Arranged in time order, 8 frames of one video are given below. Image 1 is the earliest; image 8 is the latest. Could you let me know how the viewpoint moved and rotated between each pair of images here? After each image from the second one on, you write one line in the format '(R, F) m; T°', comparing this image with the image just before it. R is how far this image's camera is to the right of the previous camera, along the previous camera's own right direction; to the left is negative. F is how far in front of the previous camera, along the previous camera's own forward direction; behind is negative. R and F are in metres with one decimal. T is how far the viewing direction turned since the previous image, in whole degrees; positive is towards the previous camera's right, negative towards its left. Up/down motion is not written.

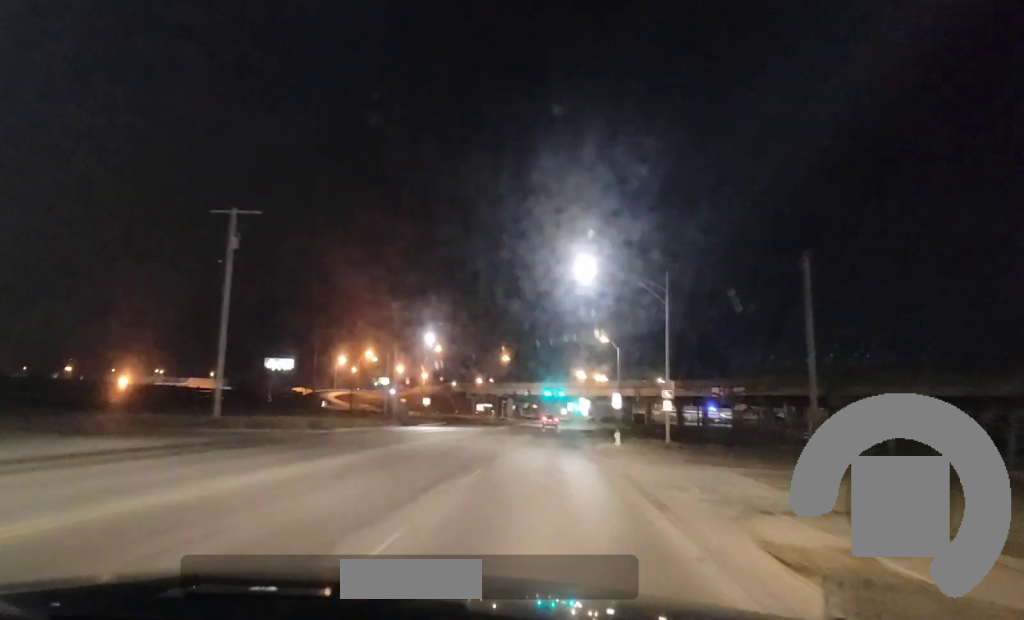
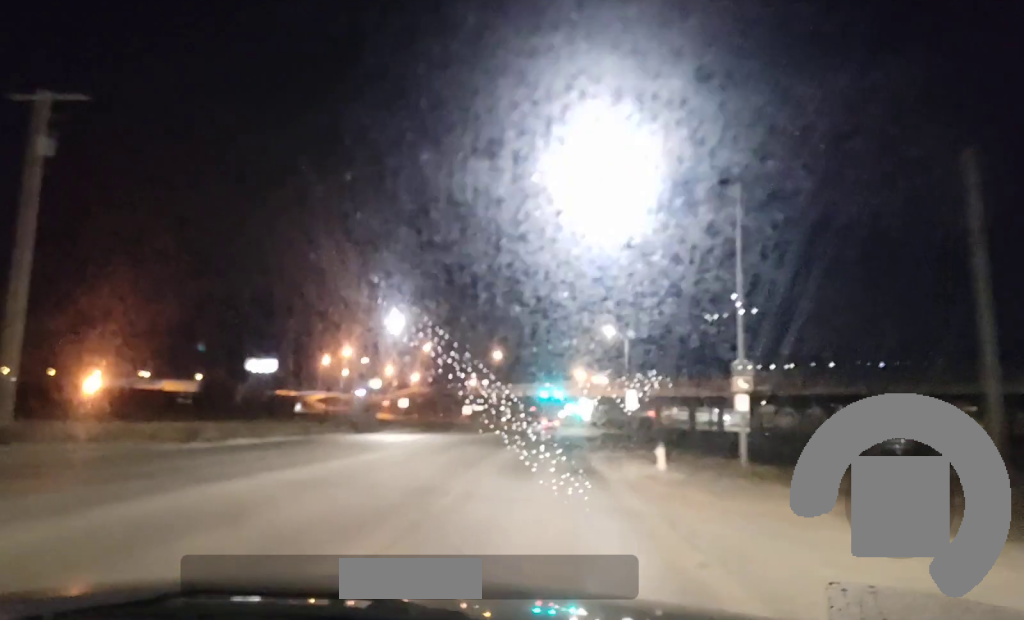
(-0.1, +17.6) m; -1°
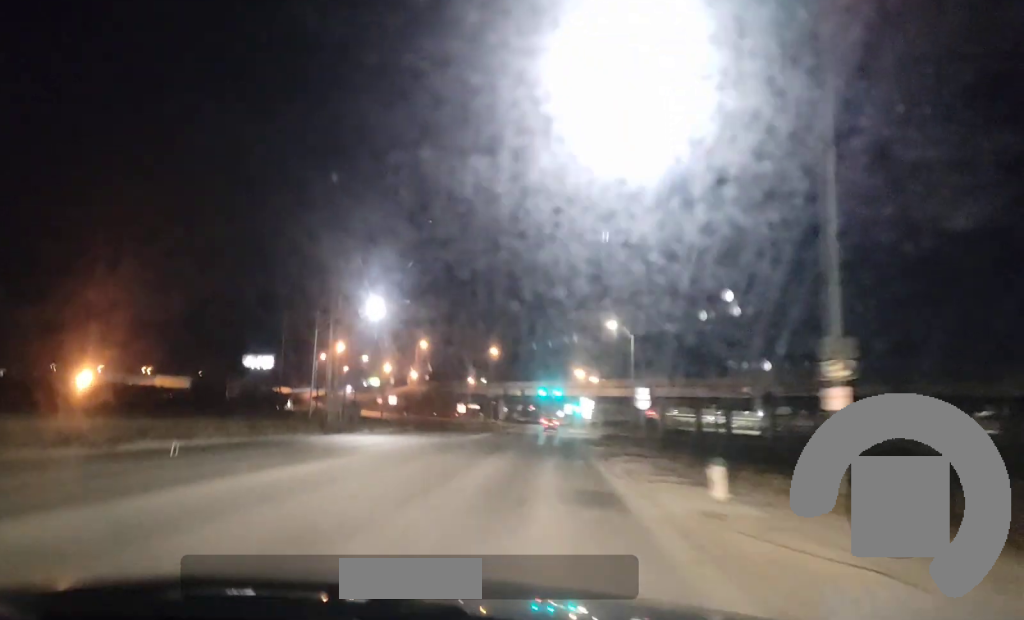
(-0.1, +9.1) m; -1°
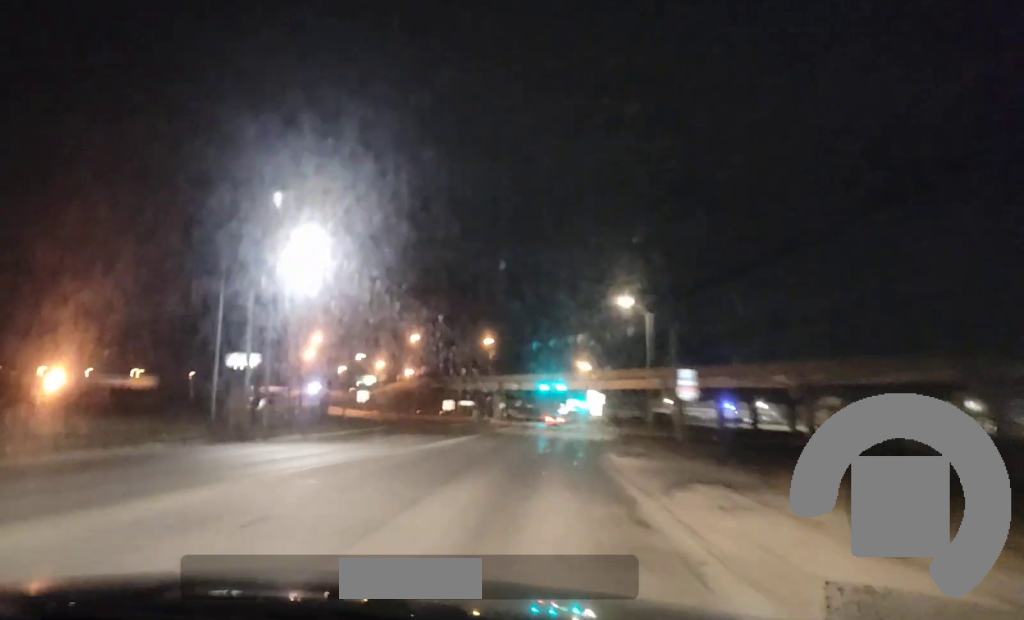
(-0.1, +17.7) m; 0°
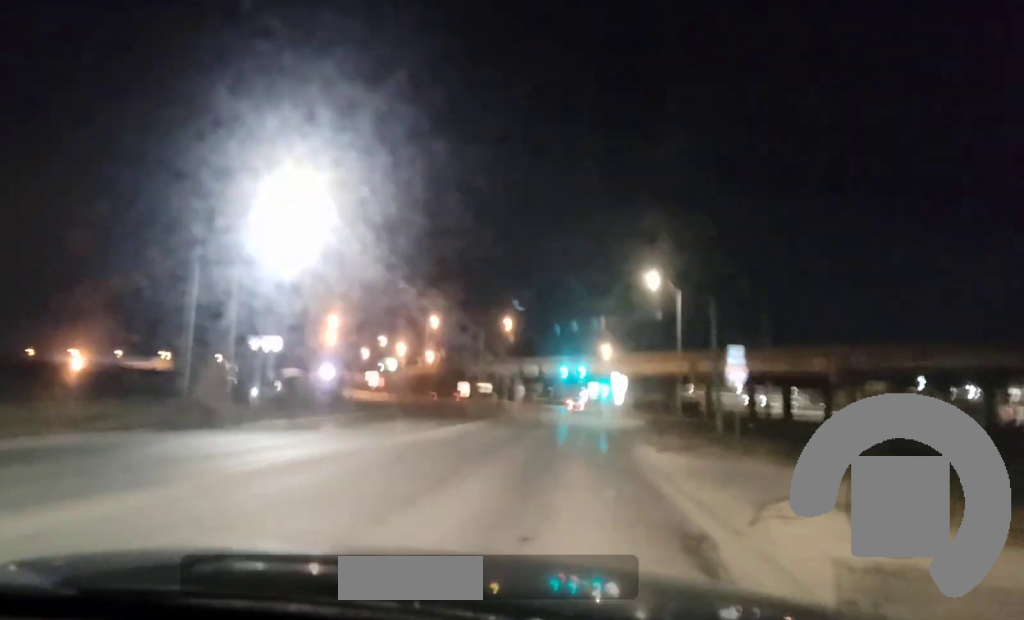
(+0.1, +6.2) m; +1°
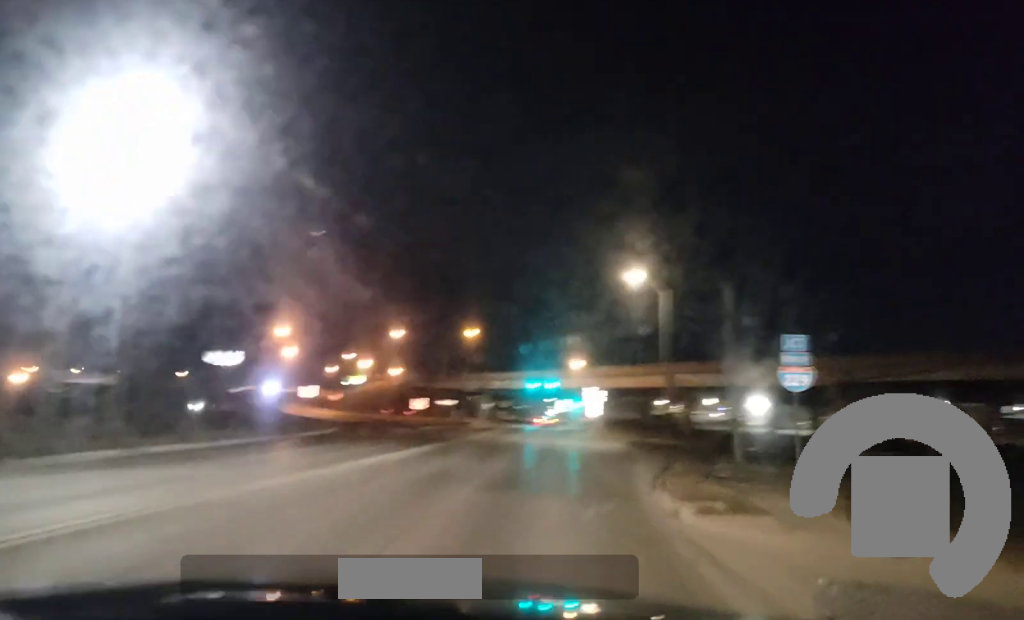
(+0.1, +12.3) m; +1°
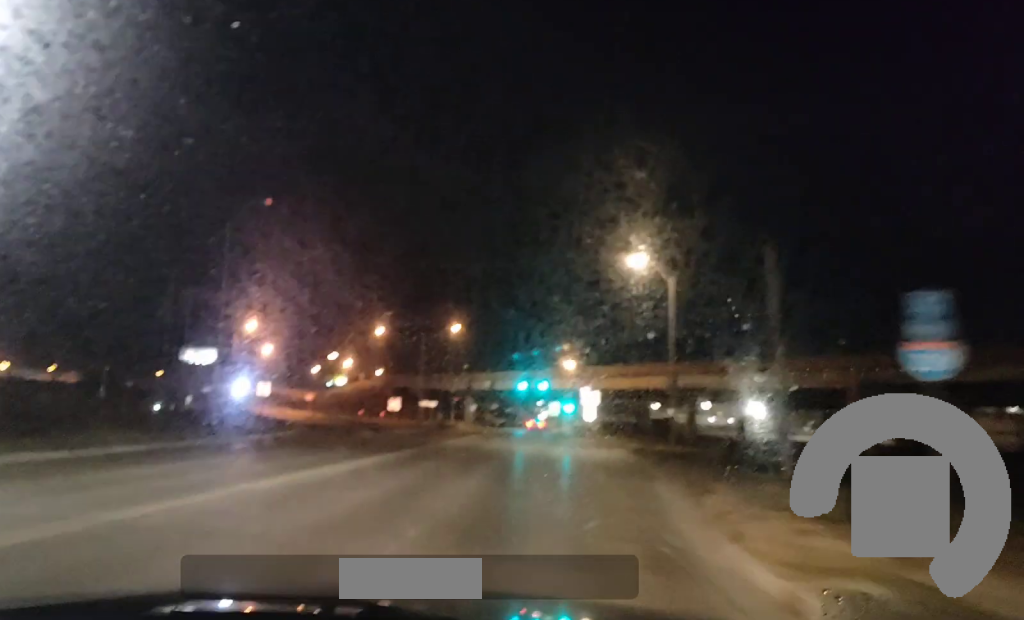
(0.0, +7.6) m; +1°
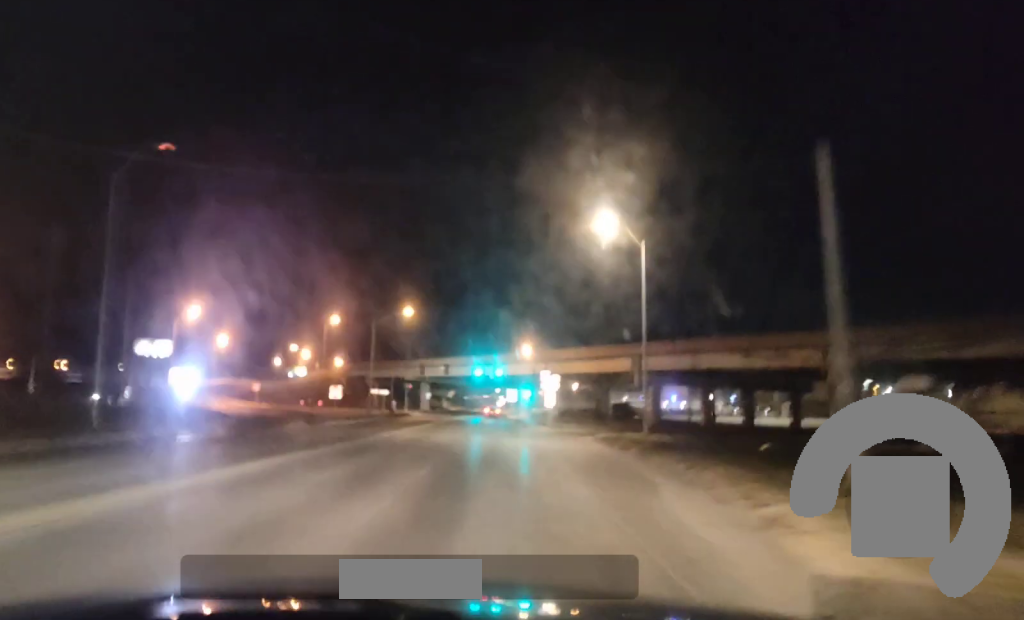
(+0.1, +9.5) m; +2°
